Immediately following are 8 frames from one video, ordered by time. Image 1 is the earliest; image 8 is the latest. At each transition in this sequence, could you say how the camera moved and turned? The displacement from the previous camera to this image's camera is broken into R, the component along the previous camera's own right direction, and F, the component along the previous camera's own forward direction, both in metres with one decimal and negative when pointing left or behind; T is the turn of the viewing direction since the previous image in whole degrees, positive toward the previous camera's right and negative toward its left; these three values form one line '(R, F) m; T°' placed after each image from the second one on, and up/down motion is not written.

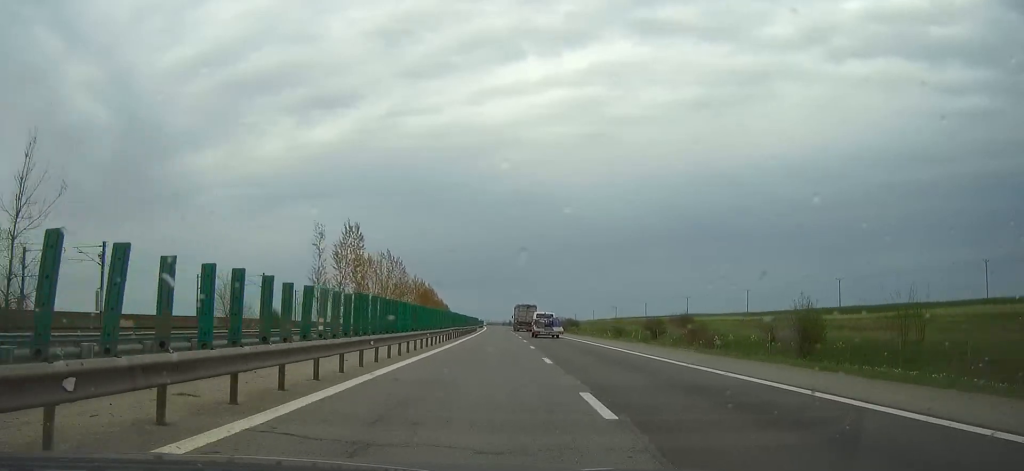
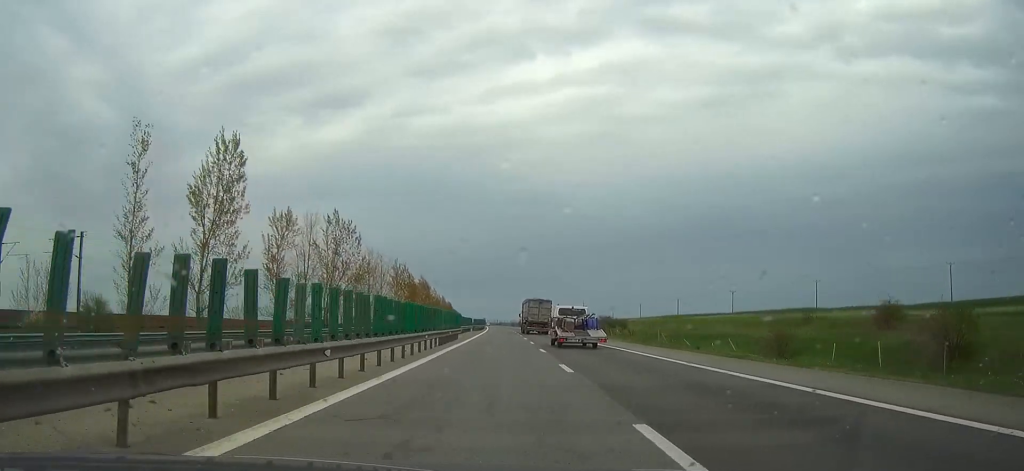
(-0.2, +46.0) m; -1°
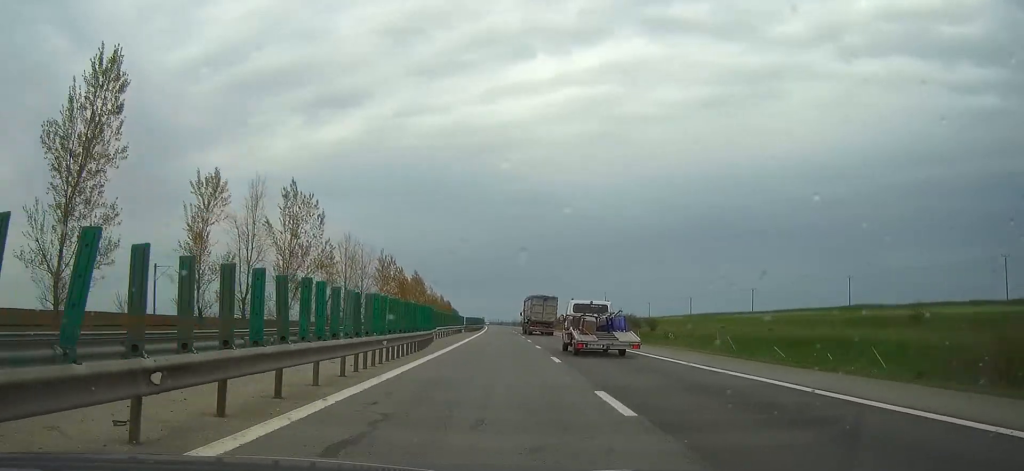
(0.0, +16.6) m; 0°
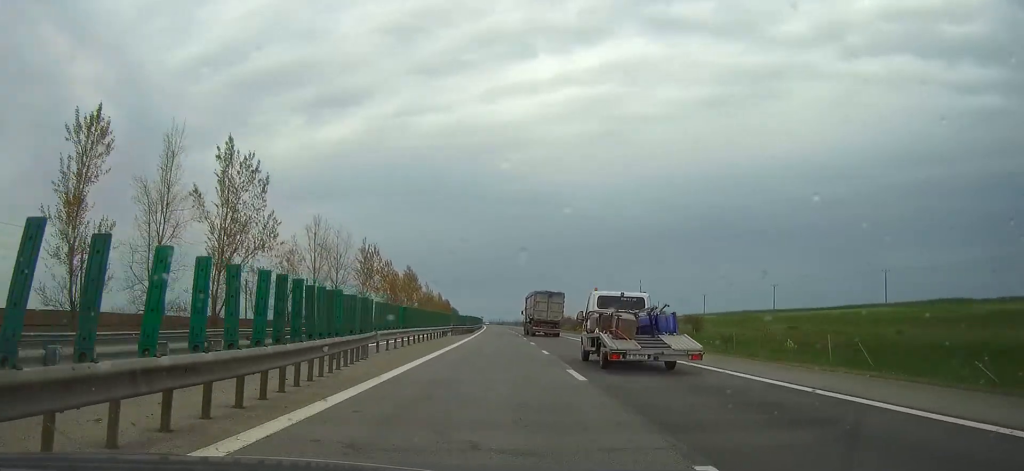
(0.0, +14.1) m; 0°
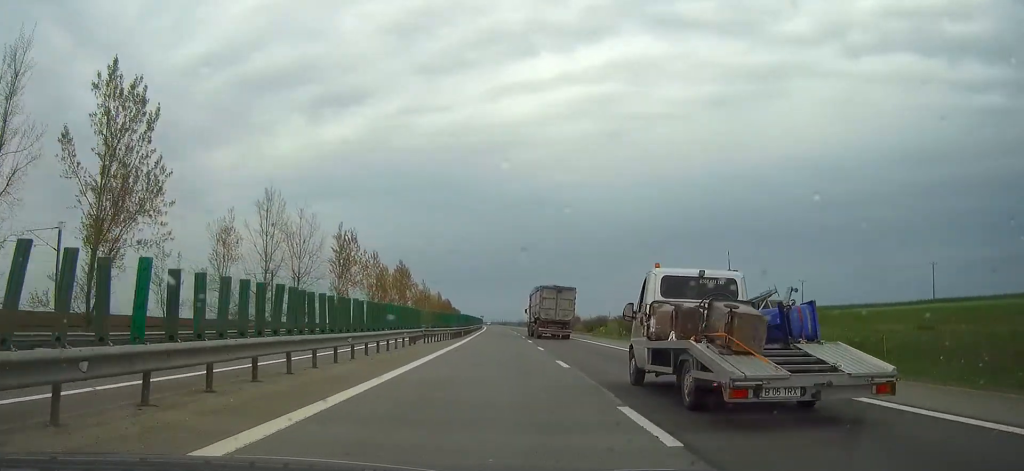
(0.0, +14.5) m; 0°
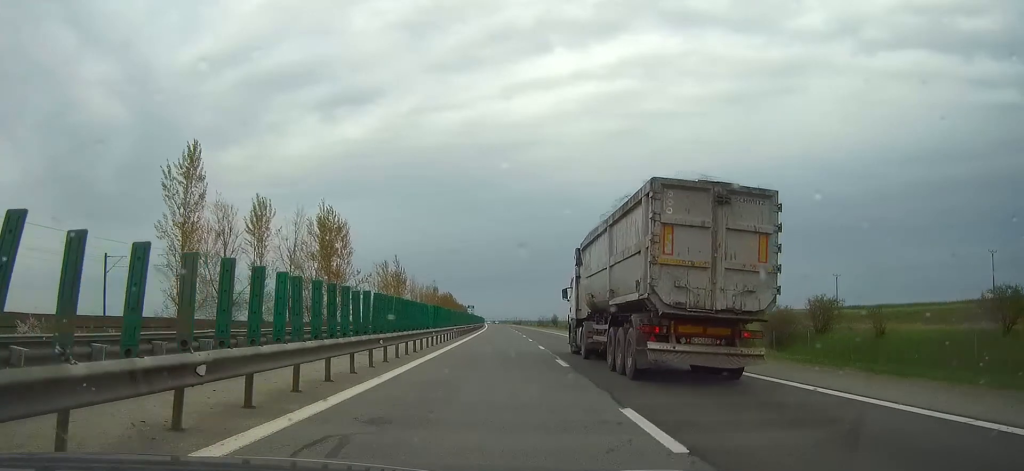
(-0.3, +64.4) m; 0°
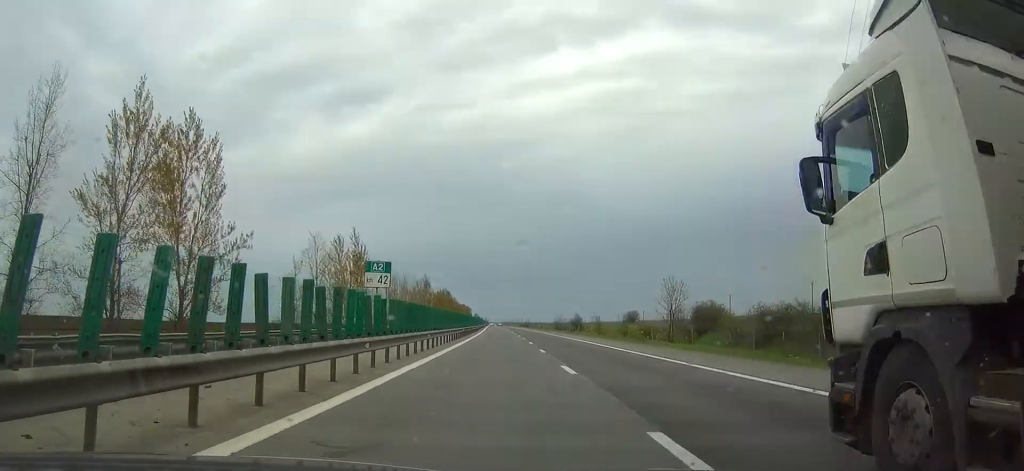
(-0.1, +45.1) m; 0°
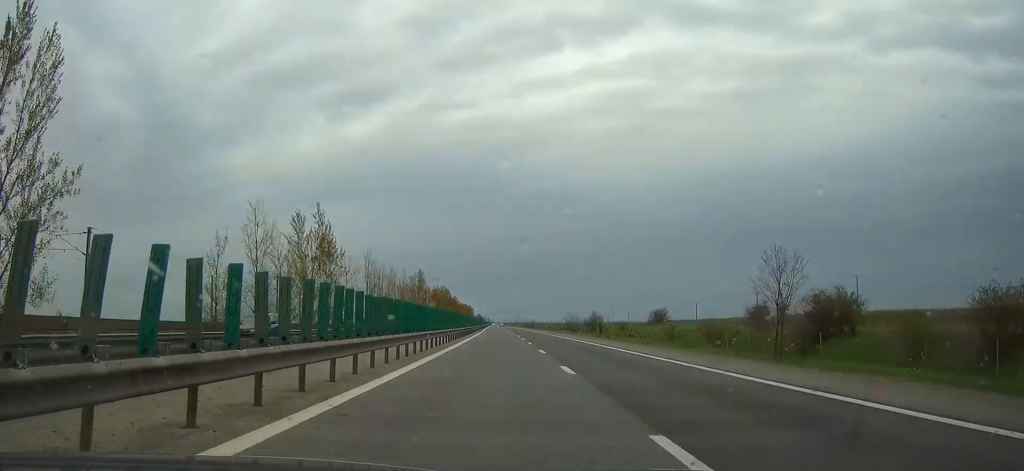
(-0.1, +23.5) m; 0°
